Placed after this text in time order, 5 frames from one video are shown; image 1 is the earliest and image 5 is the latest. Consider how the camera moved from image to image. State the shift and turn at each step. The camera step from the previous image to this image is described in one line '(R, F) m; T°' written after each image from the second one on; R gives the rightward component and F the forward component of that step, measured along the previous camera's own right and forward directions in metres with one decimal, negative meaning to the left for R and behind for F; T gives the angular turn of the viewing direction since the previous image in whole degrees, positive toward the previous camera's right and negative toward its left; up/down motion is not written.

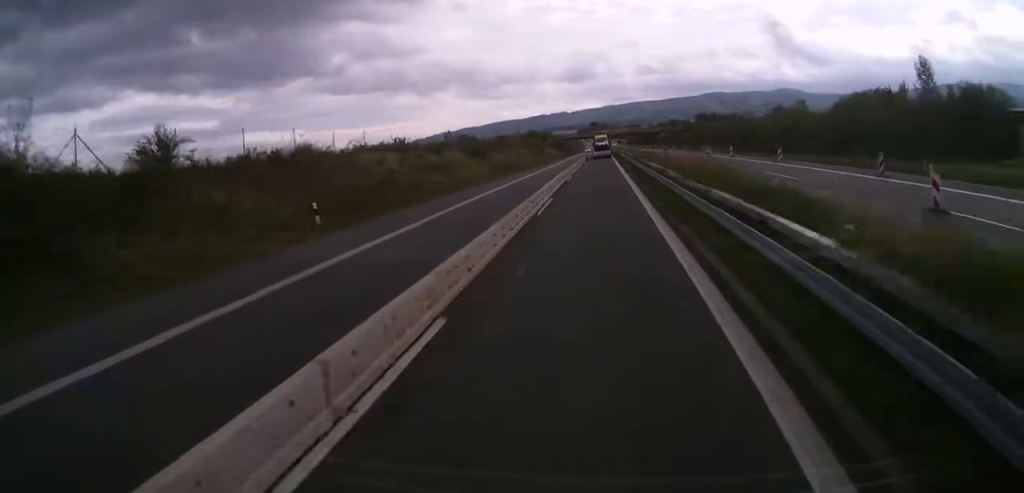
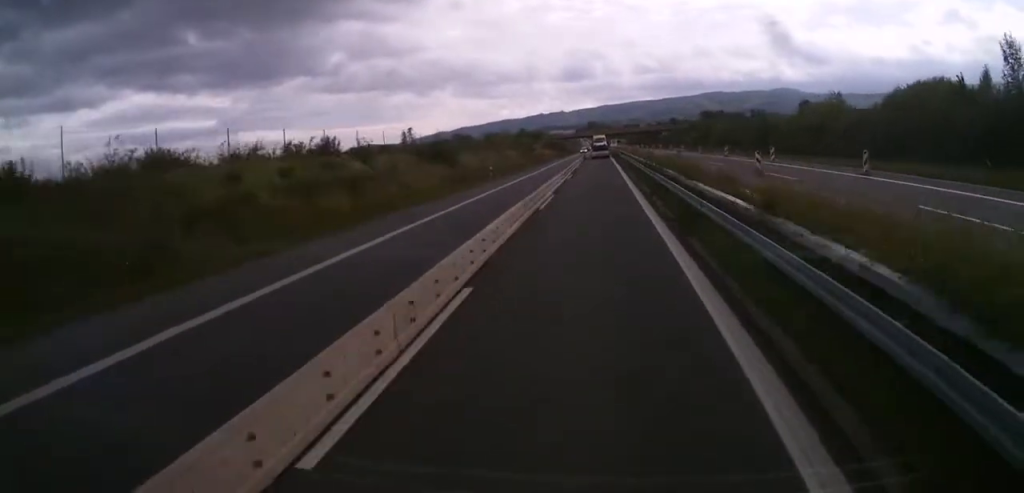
(+0.2, +16.2) m; 0°
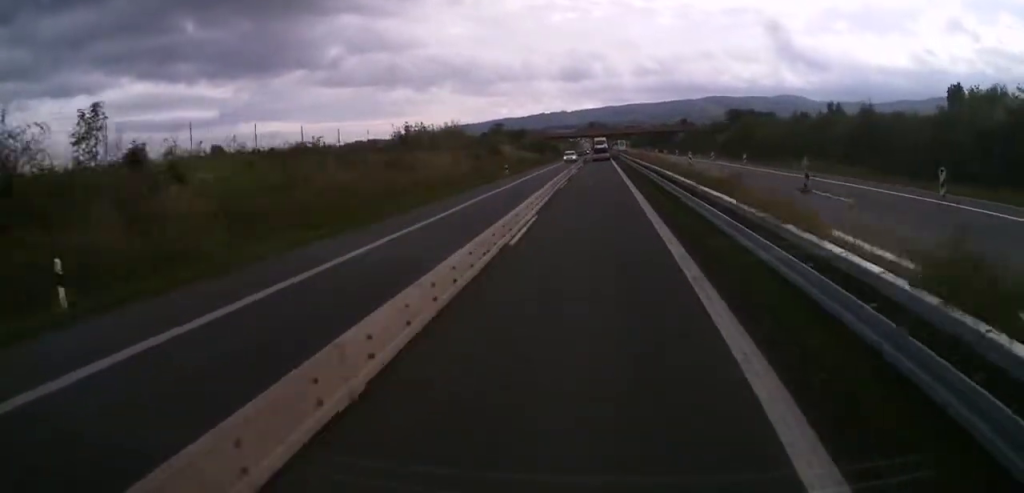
(-0.2, +43.4) m; -1°
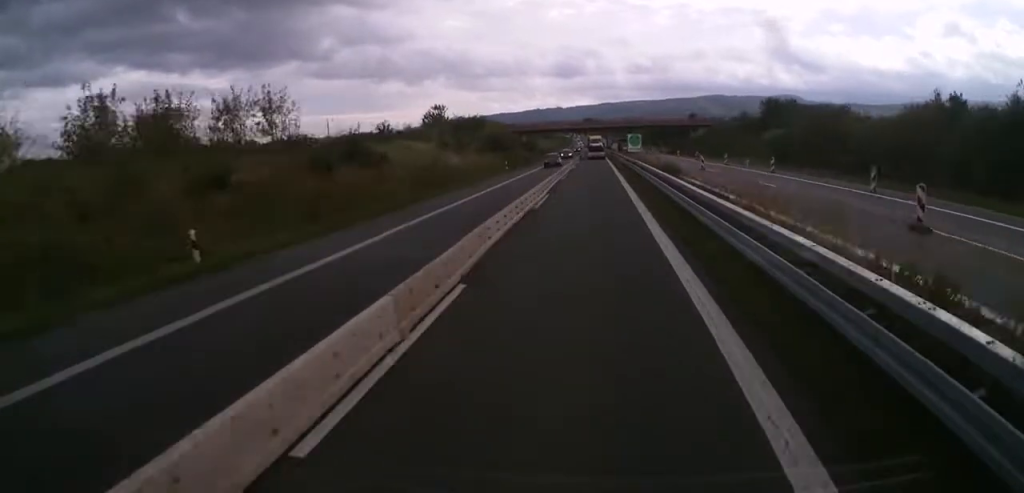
(0.0, +46.1) m; 0°
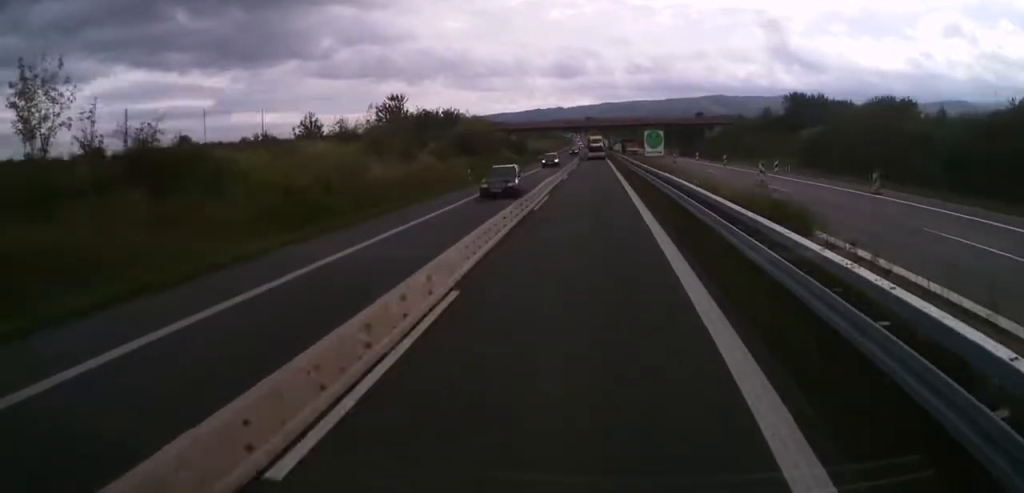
(0.0, +18.3) m; 0°
